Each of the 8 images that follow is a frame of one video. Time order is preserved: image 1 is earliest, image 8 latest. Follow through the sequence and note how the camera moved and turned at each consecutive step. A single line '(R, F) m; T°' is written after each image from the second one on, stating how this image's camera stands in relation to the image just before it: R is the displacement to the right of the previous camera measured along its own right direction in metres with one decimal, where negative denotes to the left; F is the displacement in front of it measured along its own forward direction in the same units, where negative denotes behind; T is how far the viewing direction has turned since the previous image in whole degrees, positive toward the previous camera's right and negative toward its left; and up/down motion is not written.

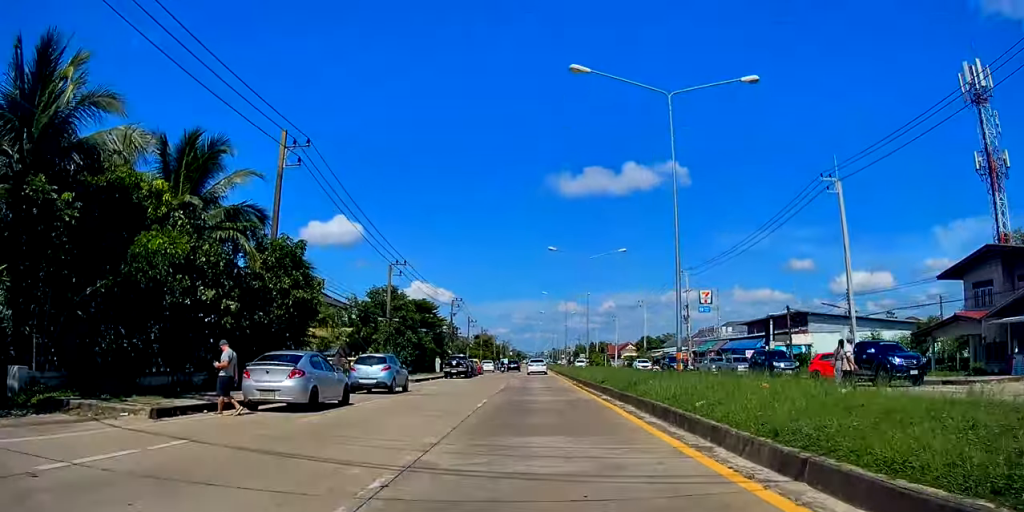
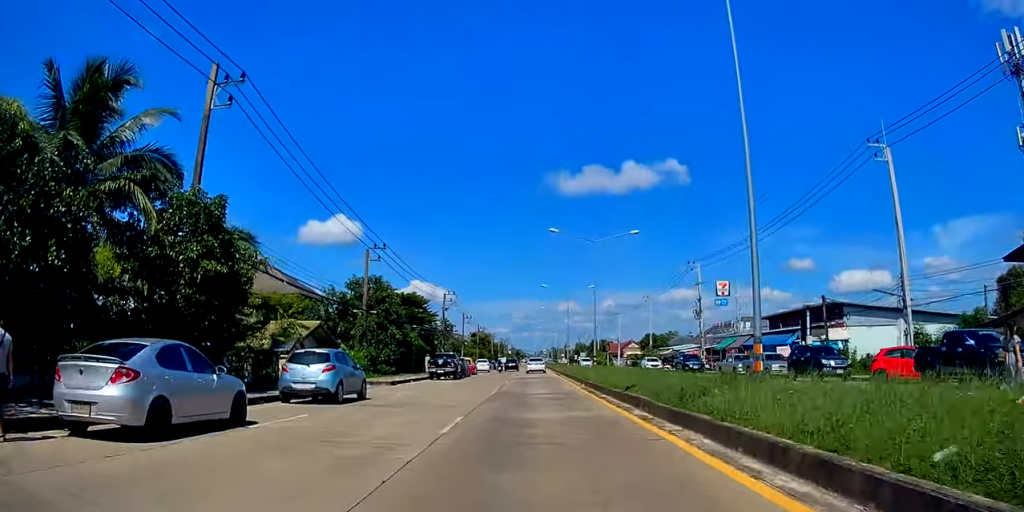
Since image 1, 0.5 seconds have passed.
(+0.5, +6.5) m; 0°
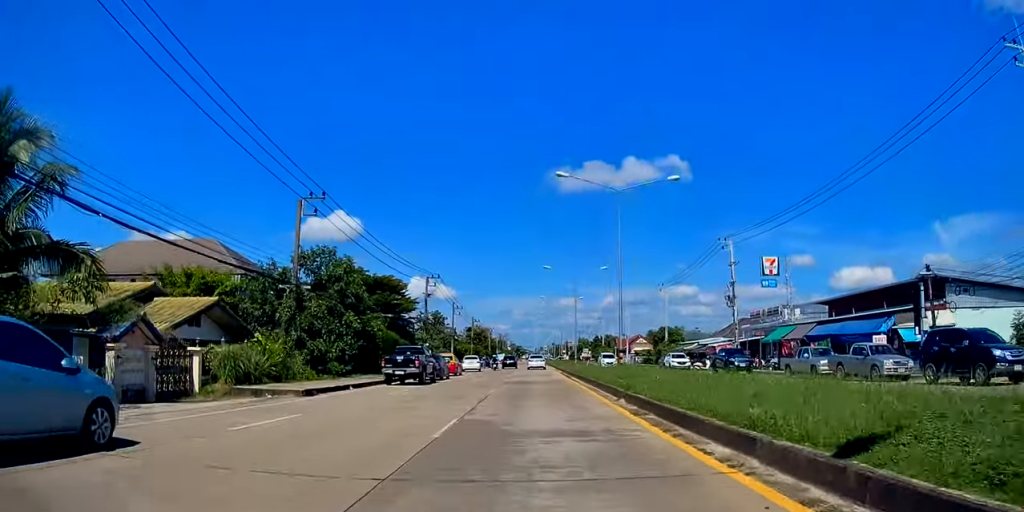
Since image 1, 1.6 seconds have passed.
(-0.9, +12.5) m; -1°
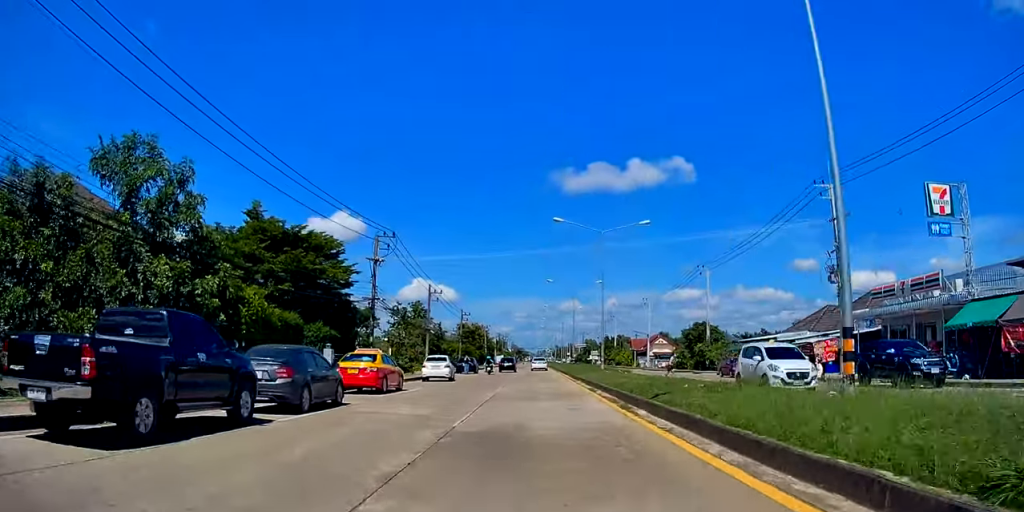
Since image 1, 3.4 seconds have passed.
(0.0, +22.3) m; 0°
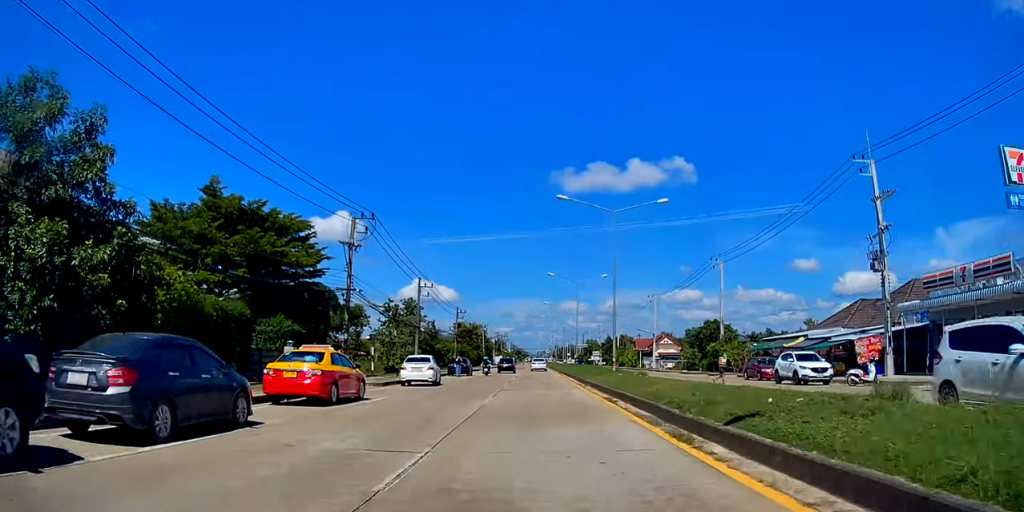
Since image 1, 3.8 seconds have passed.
(+0.1, +5.8) m; 0°
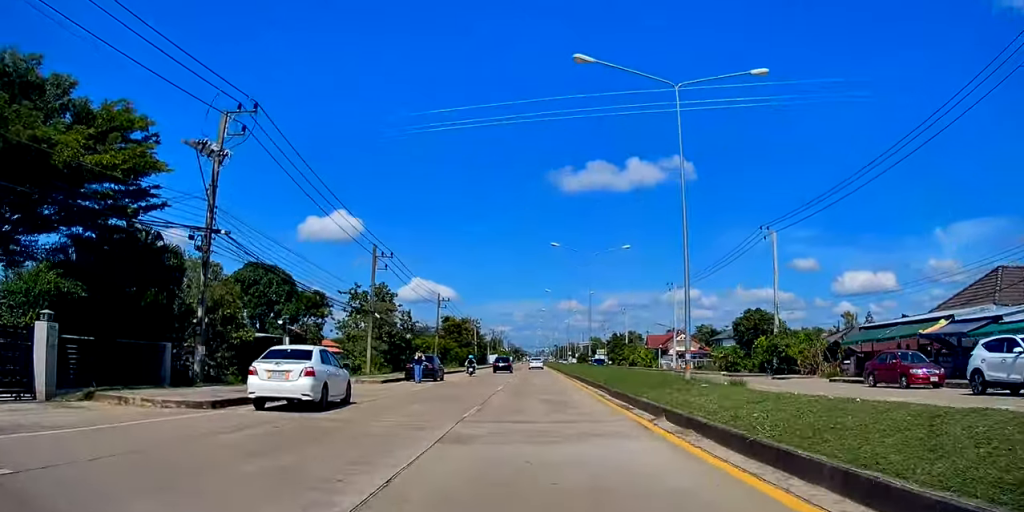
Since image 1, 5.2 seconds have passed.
(0.0, +16.5) m; -1°
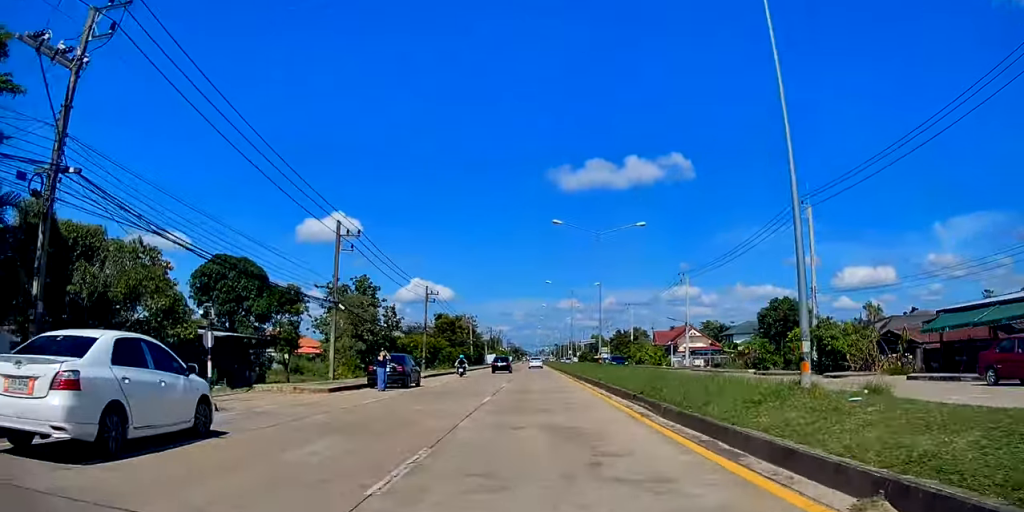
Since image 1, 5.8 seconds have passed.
(-0.1, +8.0) m; 0°
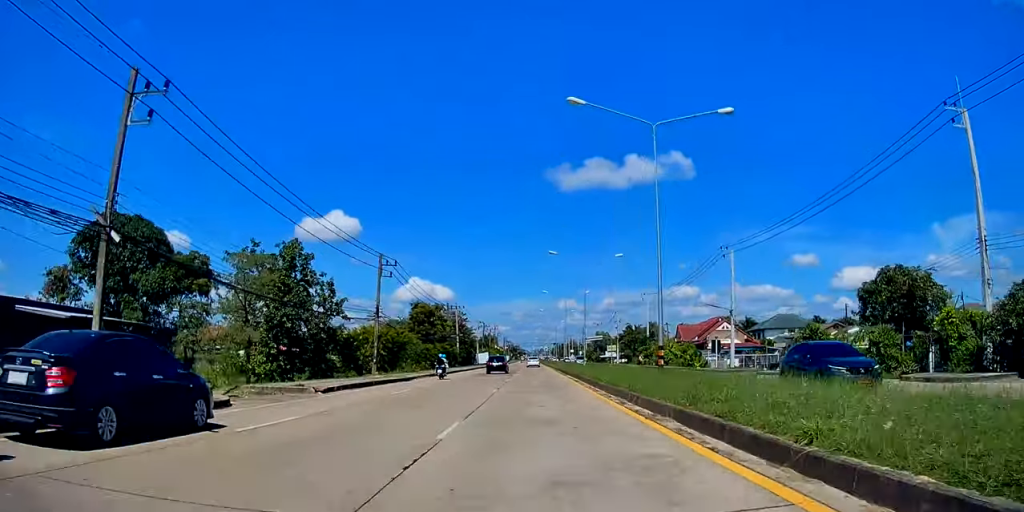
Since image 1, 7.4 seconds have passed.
(-0.1, +20.4) m; +1°
